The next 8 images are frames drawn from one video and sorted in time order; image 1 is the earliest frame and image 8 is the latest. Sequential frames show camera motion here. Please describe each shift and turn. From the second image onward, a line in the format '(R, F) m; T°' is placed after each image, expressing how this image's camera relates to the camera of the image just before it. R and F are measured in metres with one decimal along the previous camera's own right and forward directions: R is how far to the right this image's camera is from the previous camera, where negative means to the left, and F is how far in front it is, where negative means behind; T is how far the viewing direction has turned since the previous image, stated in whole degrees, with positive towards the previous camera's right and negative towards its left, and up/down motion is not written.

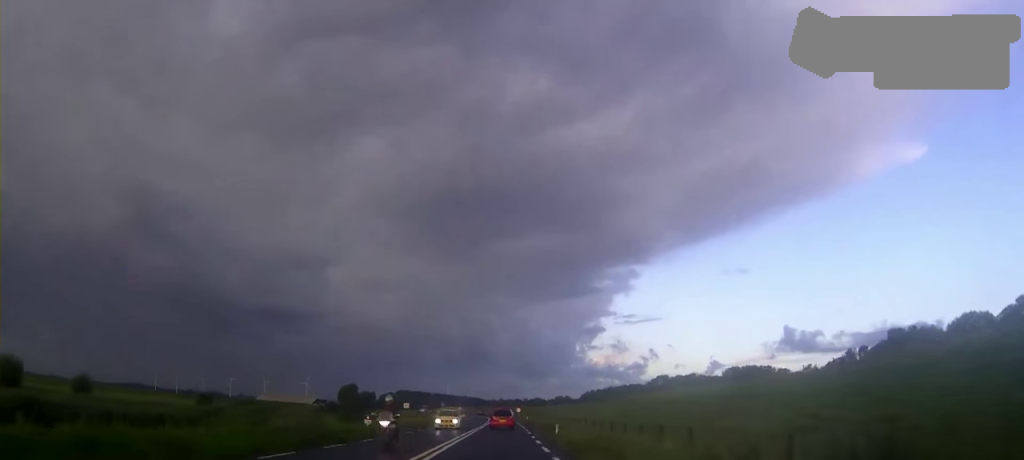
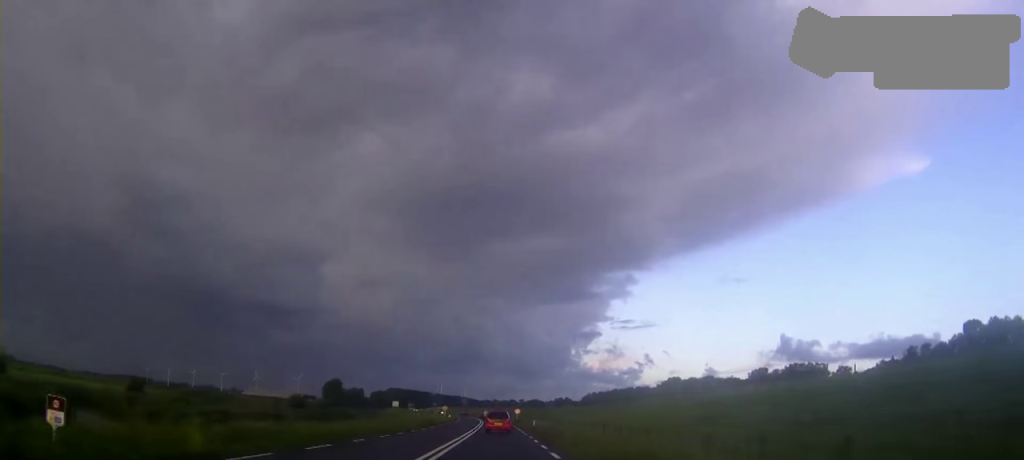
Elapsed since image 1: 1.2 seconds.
(+0.1, +27.0) m; 0°
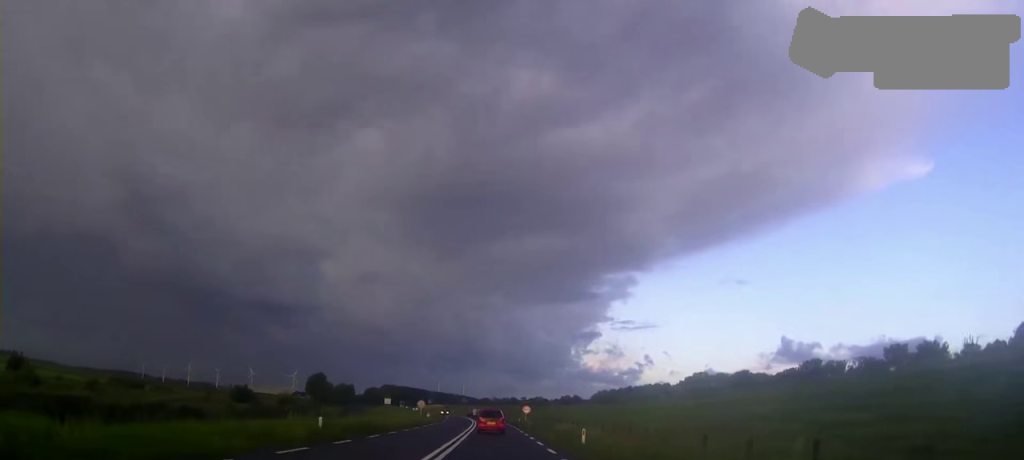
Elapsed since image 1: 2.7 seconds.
(-0.1, +34.7) m; 0°
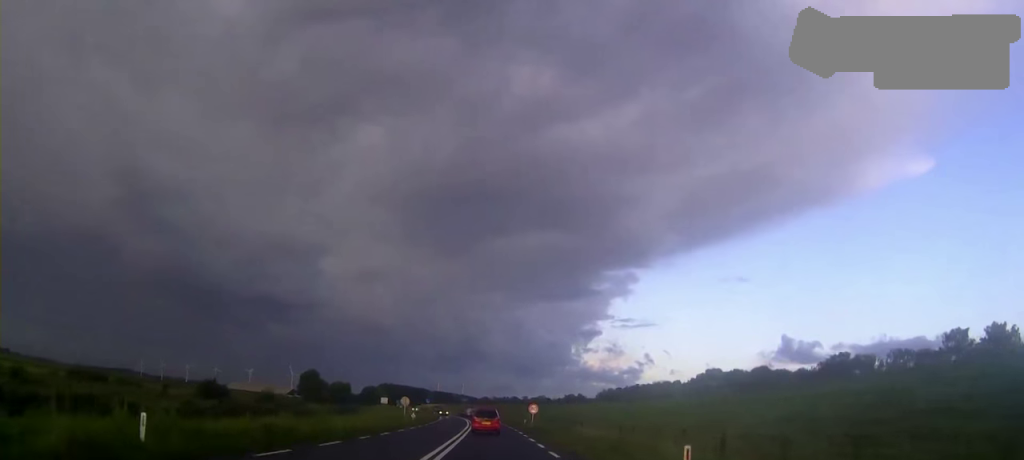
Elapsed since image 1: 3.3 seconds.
(0.0, +14.3) m; 0°
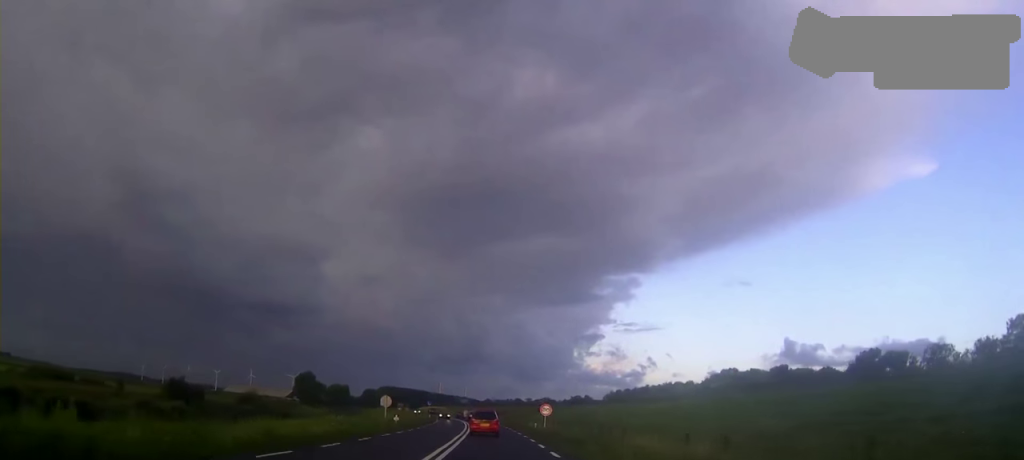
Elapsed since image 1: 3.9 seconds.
(0.0, +12.3) m; 0°
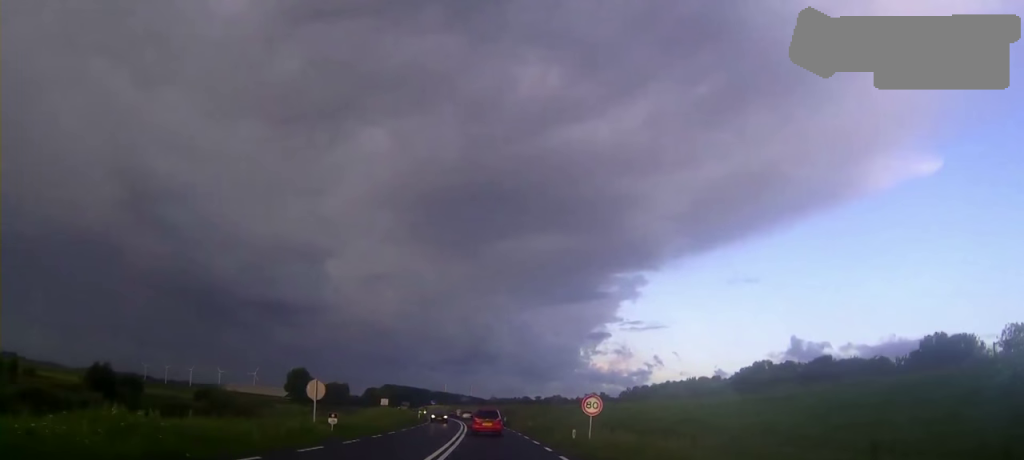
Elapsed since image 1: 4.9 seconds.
(0.0, +21.5) m; 0°
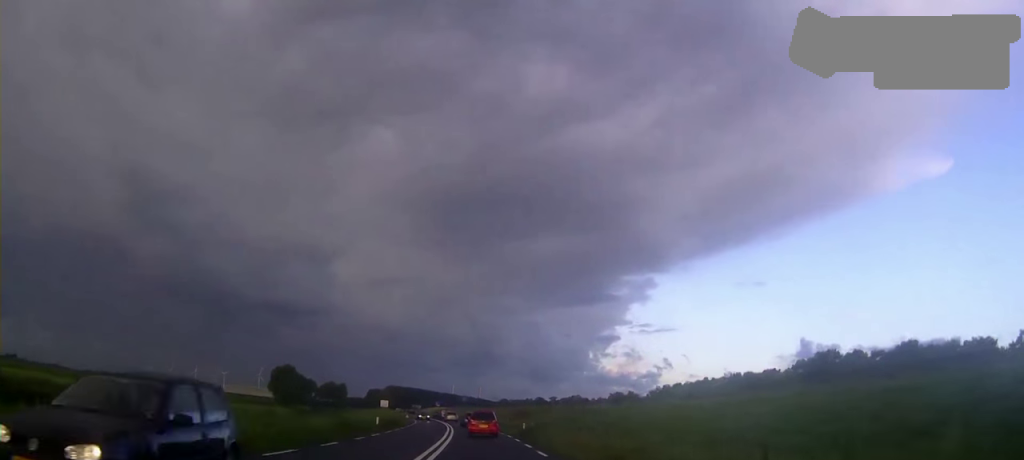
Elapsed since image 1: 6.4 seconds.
(-0.2, +32.7) m; -1°
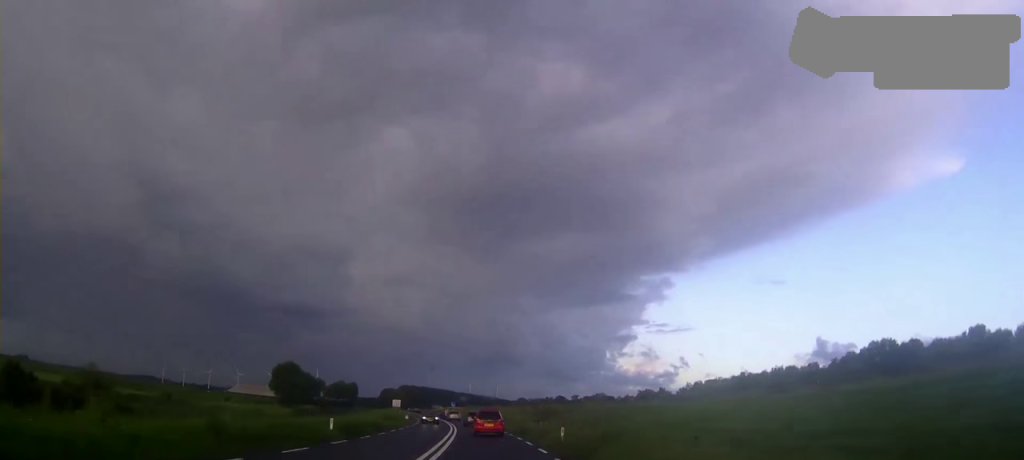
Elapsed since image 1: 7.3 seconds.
(0.0, +17.3) m; -1°
